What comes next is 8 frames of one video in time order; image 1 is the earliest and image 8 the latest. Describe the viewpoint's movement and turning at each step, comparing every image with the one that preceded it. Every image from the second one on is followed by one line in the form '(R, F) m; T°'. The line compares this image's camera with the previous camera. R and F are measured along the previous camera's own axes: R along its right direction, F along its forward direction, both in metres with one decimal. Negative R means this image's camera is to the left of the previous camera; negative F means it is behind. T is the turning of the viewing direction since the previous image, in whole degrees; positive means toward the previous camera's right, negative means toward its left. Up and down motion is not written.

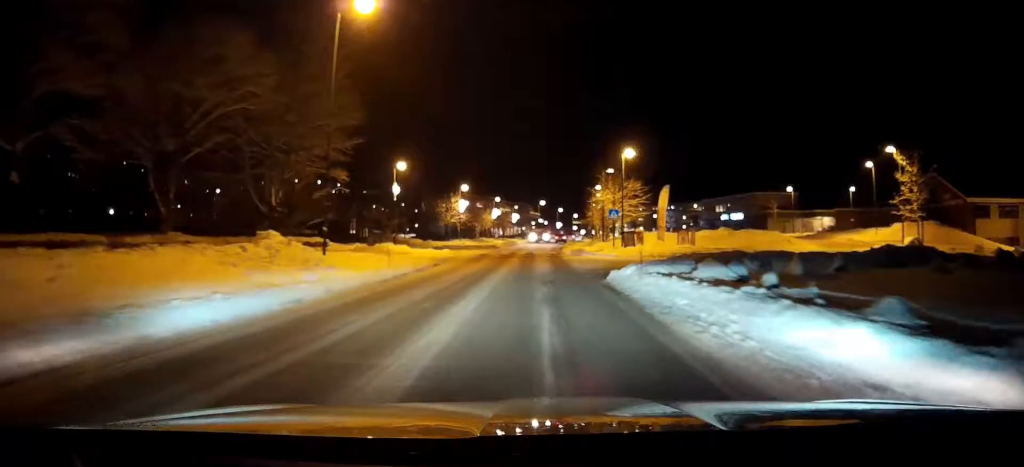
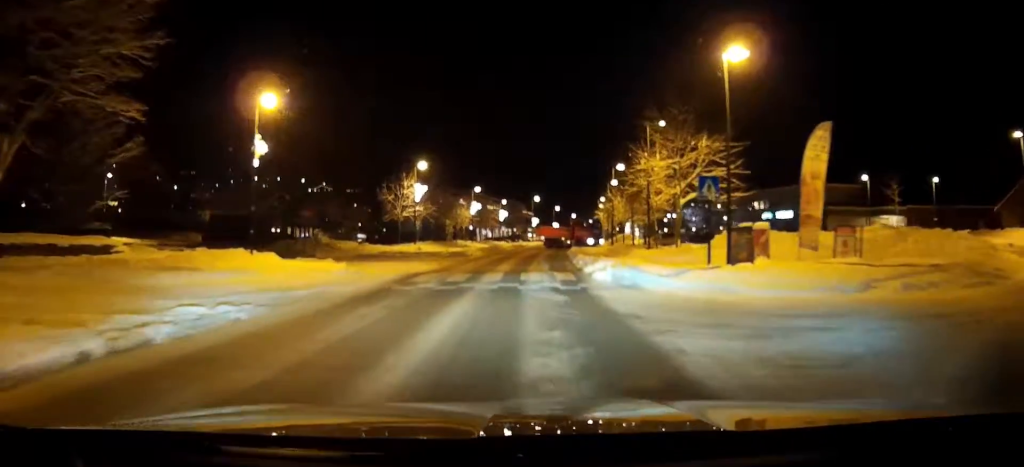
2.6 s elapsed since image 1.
(-0.2, +21.7) m; 0°
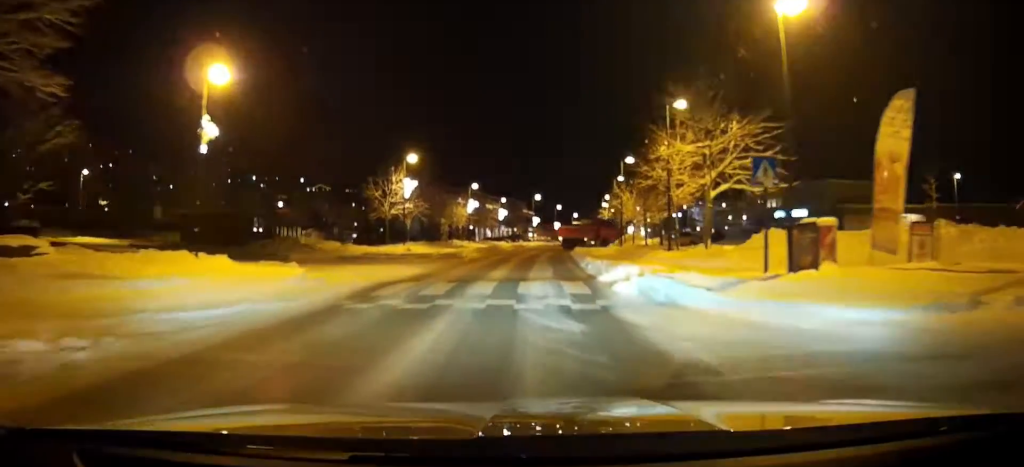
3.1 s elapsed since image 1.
(+0.1, +3.9) m; 0°
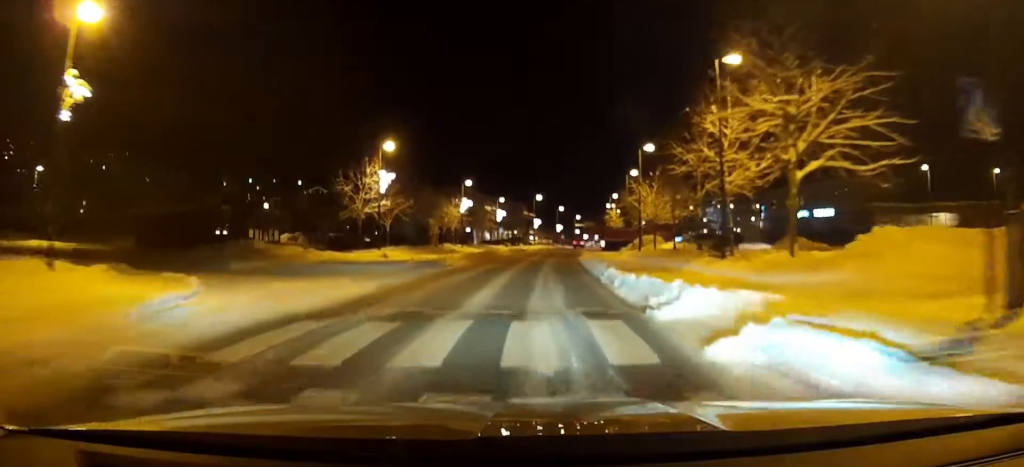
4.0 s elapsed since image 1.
(0.0, +6.3) m; +1°
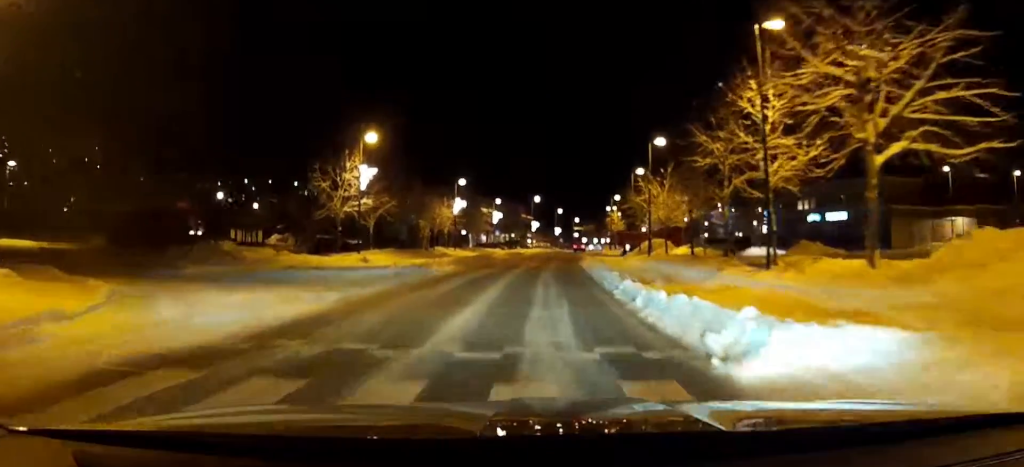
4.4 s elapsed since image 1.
(-0.1, +3.2) m; +1°
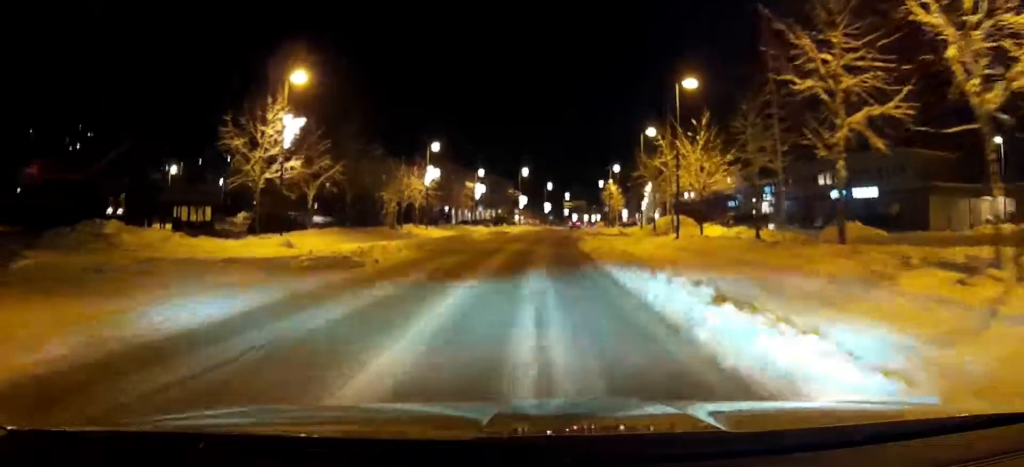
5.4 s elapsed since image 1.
(+0.3, +7.8) m; +3°
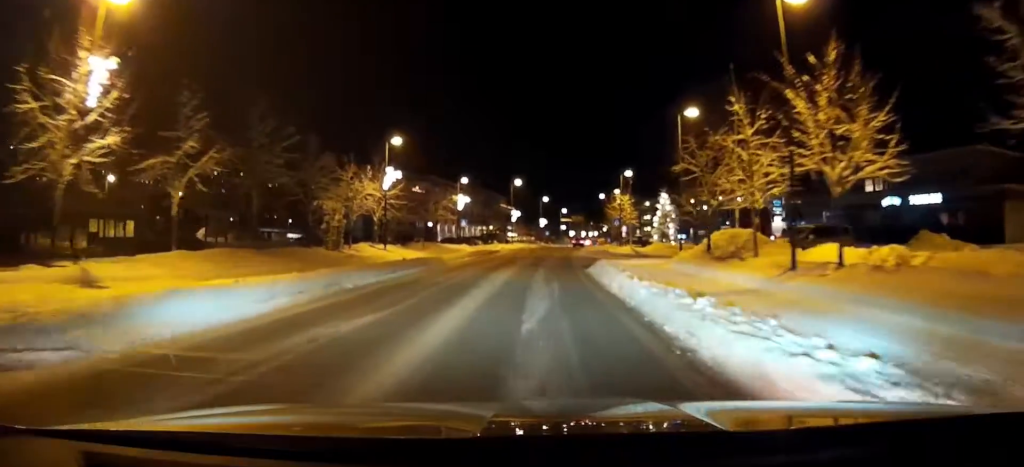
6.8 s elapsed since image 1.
(+0.2, +10.4) m; +1°
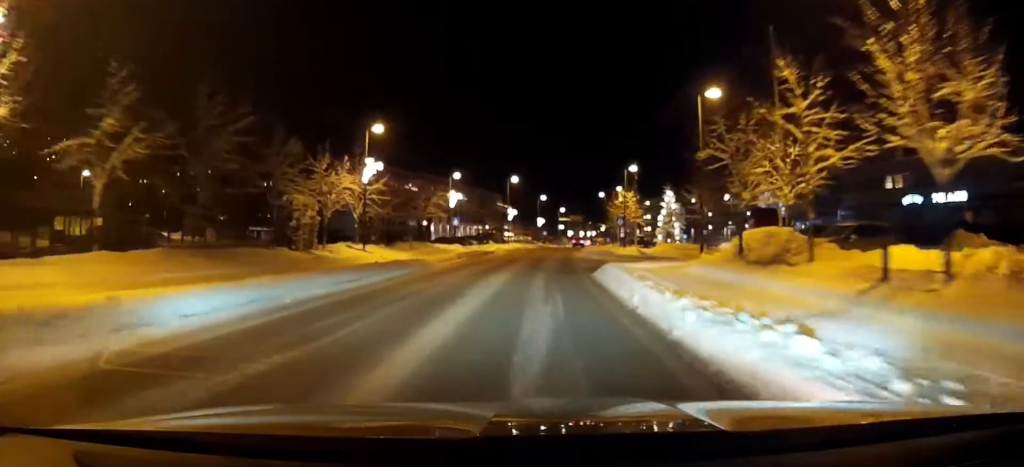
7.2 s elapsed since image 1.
(0.0, +3.5) m; 0°
